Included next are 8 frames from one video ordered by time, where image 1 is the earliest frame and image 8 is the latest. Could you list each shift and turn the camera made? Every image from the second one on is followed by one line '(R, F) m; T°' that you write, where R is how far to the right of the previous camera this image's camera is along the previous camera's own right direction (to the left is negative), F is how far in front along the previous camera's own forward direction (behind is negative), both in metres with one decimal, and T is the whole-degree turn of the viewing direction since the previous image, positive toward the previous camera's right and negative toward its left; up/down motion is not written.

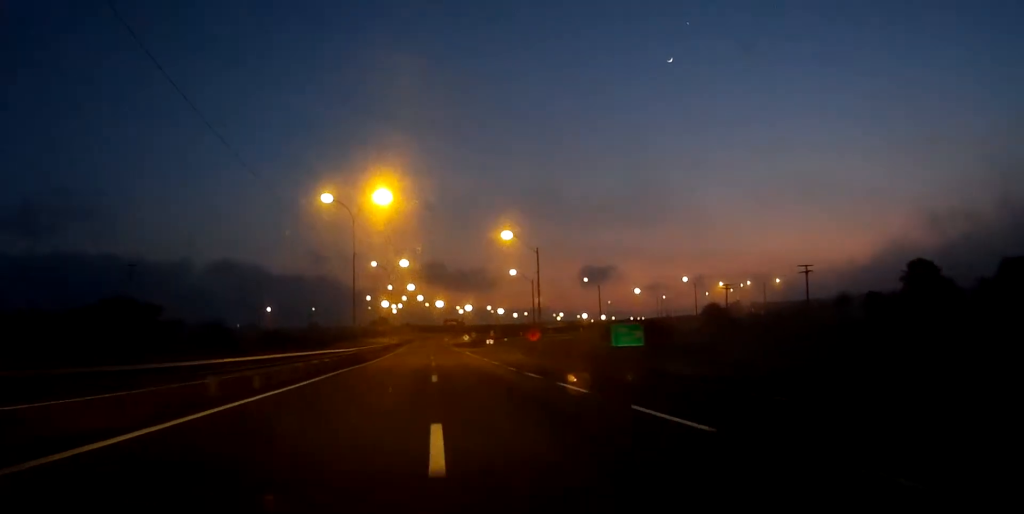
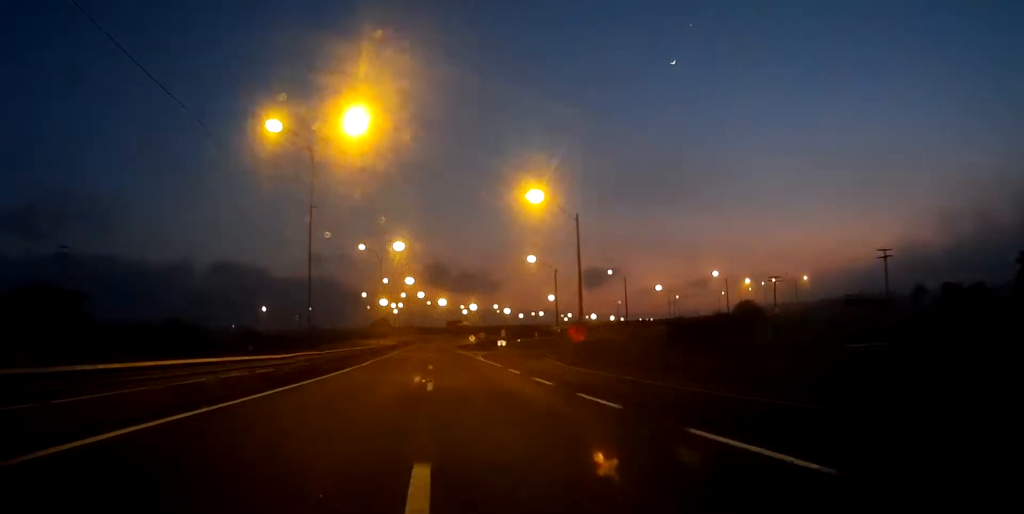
(-0.2, +19.3) m; -1°
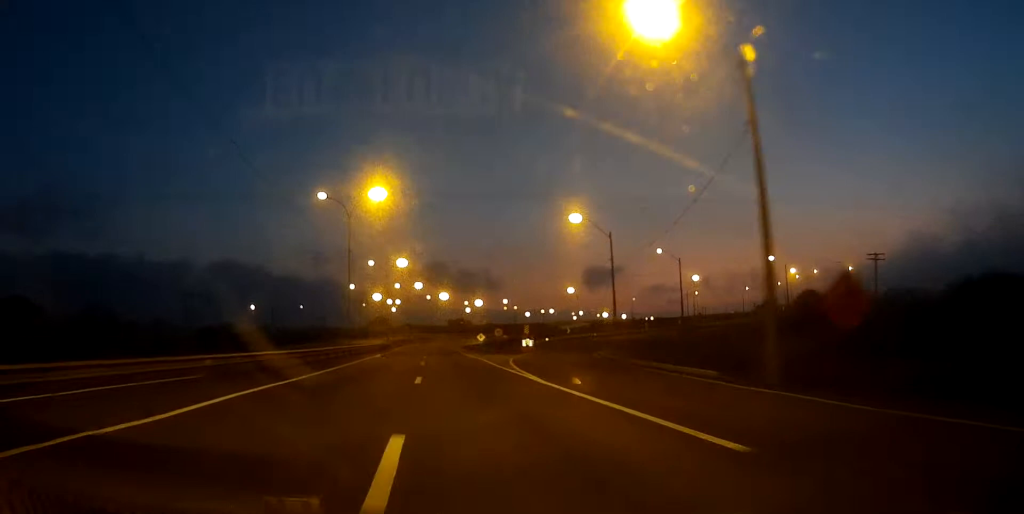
(-0.1, +29.3) m; 0°
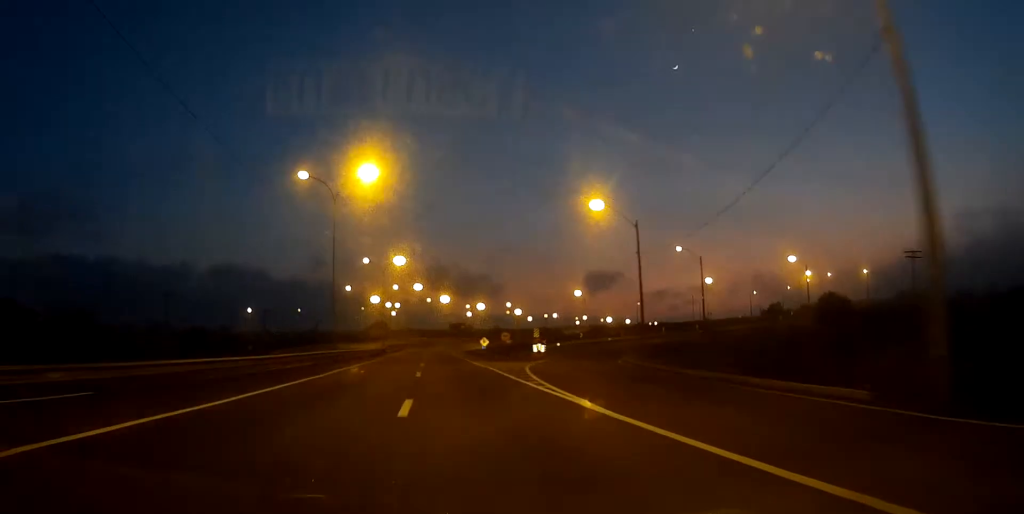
(0.0, +8.2) m; 0°
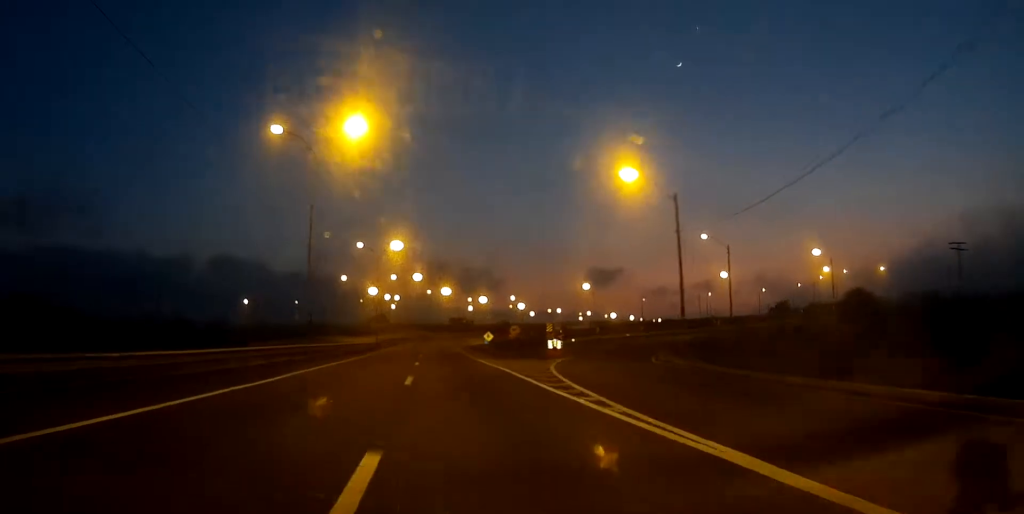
(0.0, +8.9) m; 0°
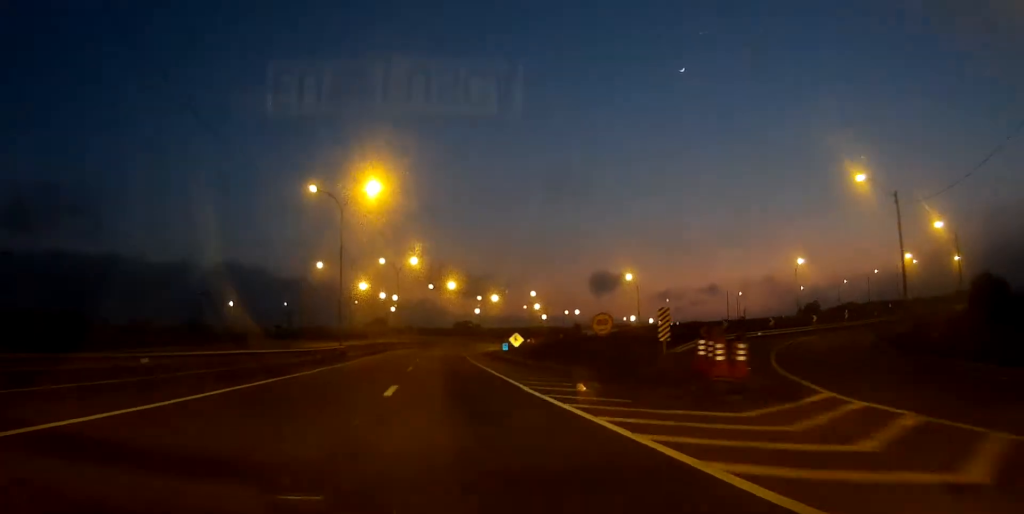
(-0.1, +34.4) m; -1°
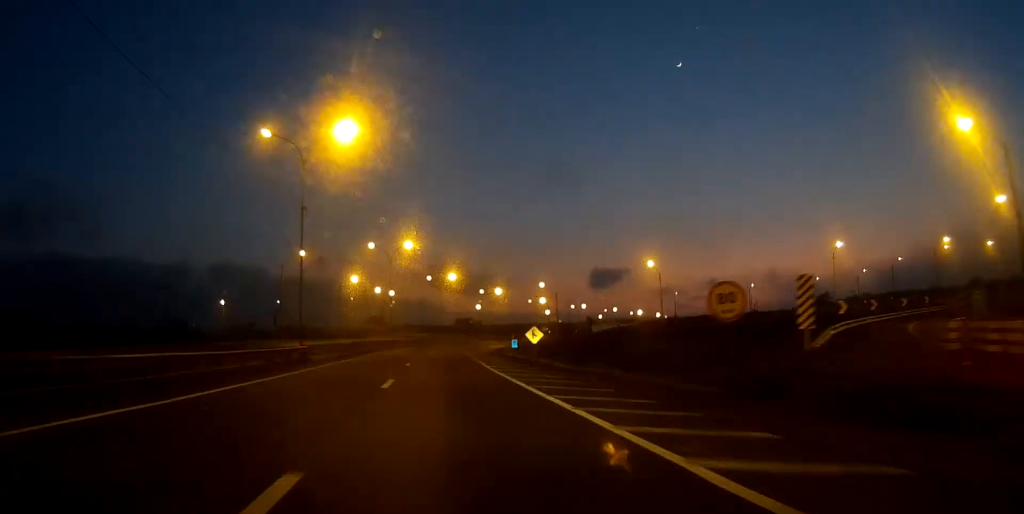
(0.0, +14.2) m; 0°
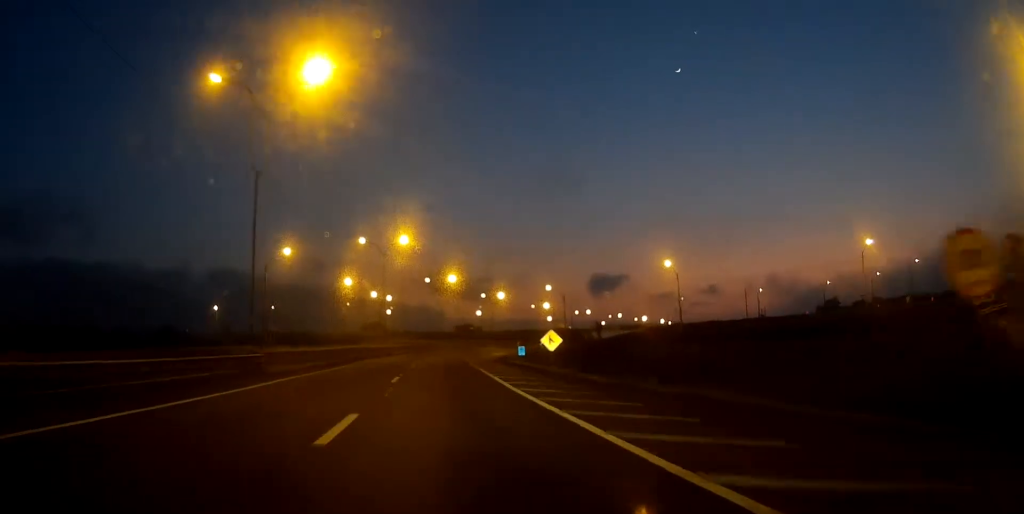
(-0.1, +9.4) m; 0°
